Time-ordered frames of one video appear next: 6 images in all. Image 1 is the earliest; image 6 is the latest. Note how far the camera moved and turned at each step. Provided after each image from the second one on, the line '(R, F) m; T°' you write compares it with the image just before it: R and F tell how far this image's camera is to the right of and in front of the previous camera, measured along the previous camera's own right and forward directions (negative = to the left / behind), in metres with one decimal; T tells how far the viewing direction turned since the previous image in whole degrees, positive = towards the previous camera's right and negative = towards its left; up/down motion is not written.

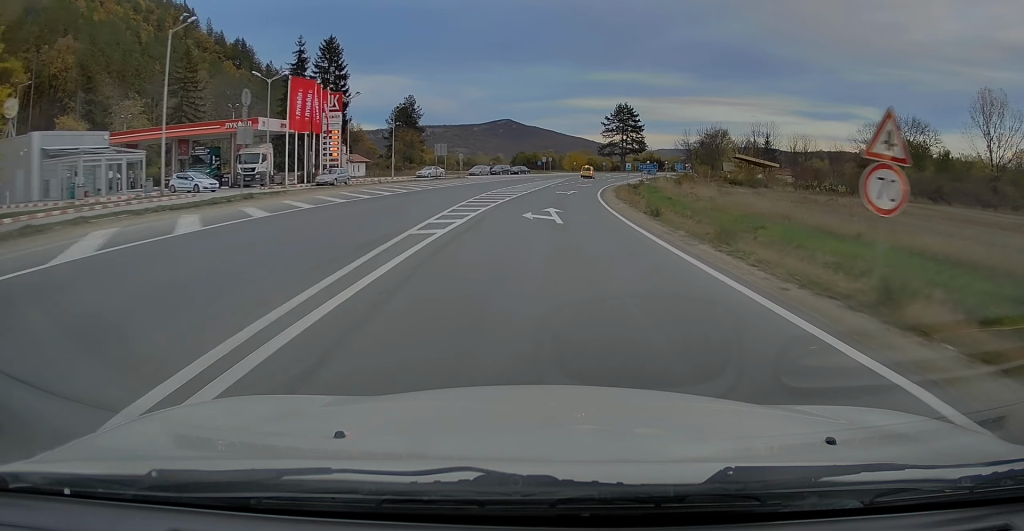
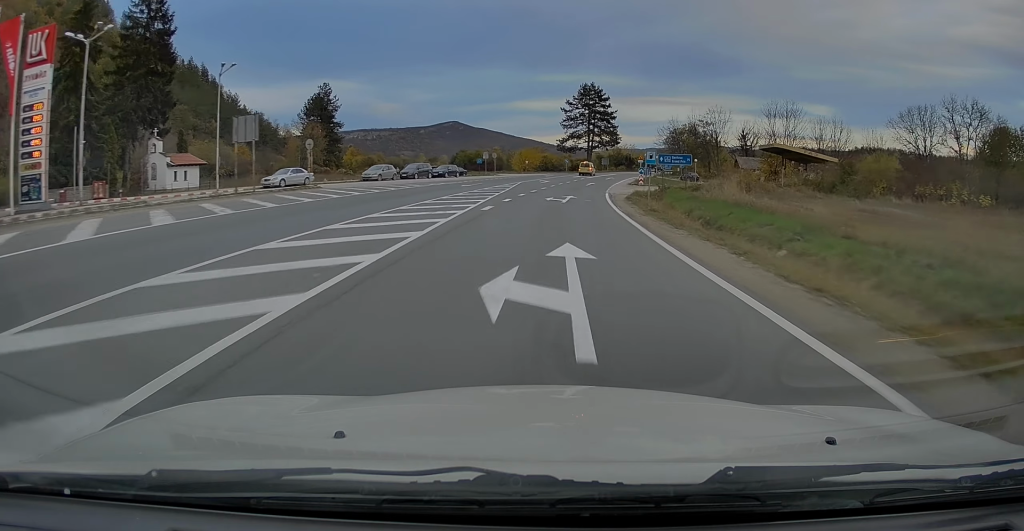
(+2.1, +36.6) m; +5°
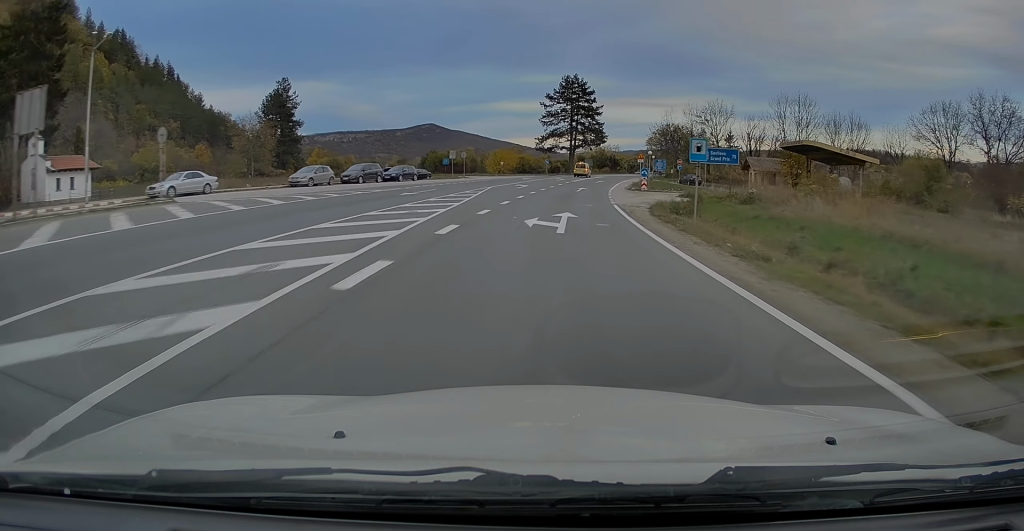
(0.0, +13.5) m; +2°
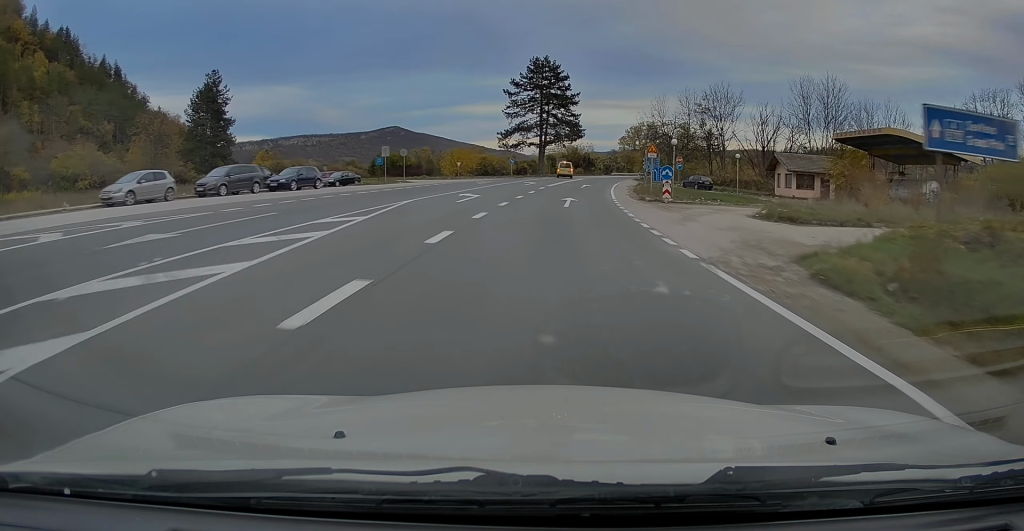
(+0.7, +19.1) m; +4°
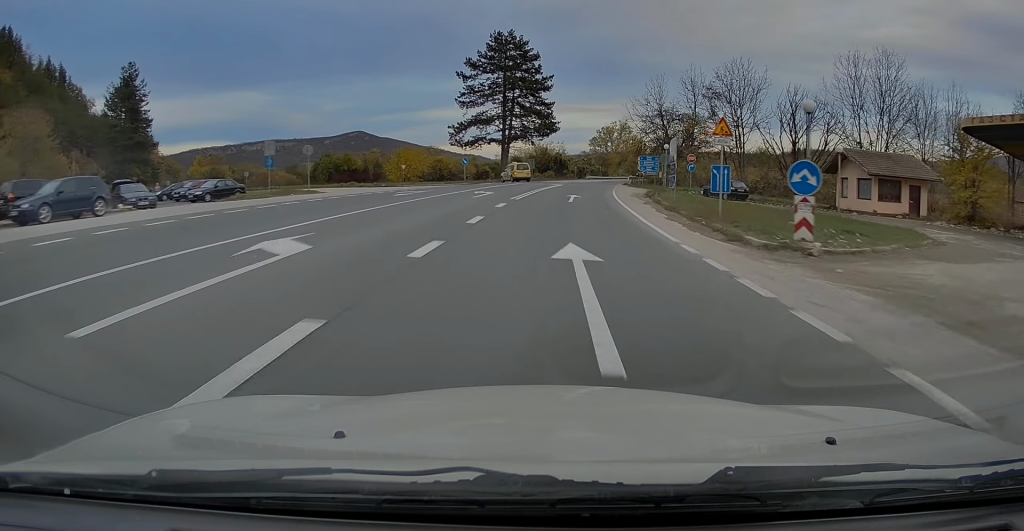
(+0.5, +19.3) m; +3°
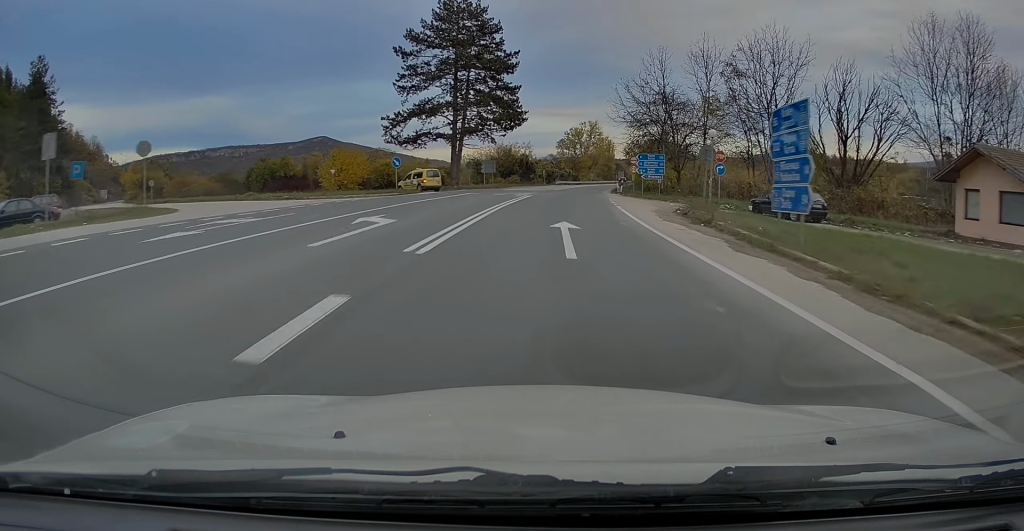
(+0.4, +17.0) m; +2°
